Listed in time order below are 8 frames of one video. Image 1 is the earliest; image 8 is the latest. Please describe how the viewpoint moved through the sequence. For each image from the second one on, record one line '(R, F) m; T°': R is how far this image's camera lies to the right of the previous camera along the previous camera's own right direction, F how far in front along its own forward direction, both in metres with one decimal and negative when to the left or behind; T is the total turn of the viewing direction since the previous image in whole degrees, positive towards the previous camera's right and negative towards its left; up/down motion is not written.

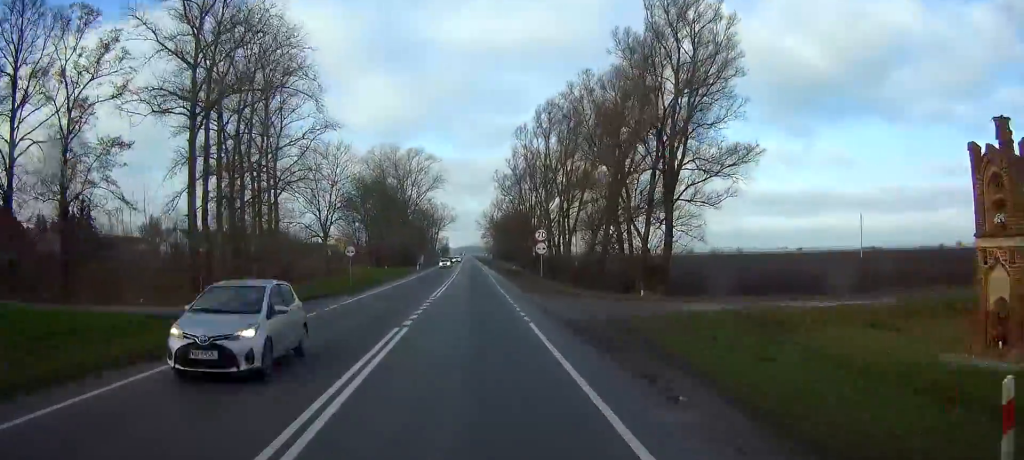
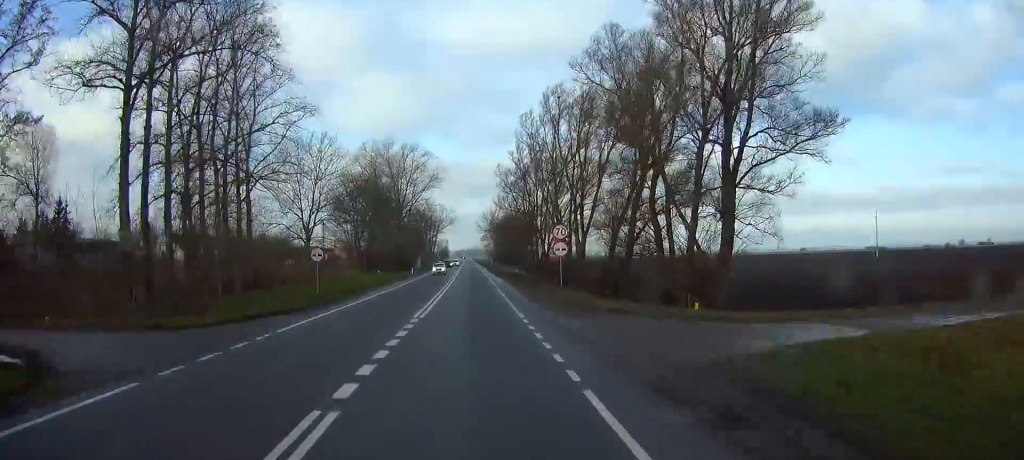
(+0.1, +9.3) m; 0°
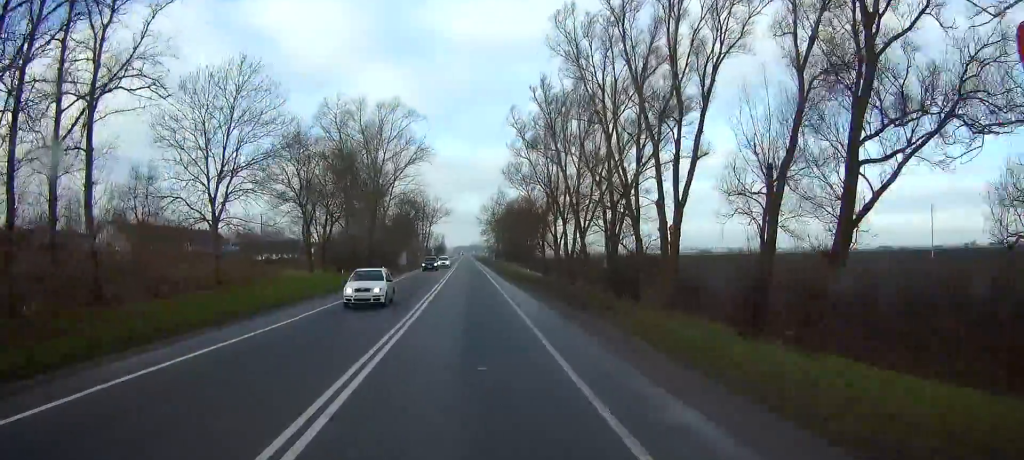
(-0.2, +29.4) m; -1°
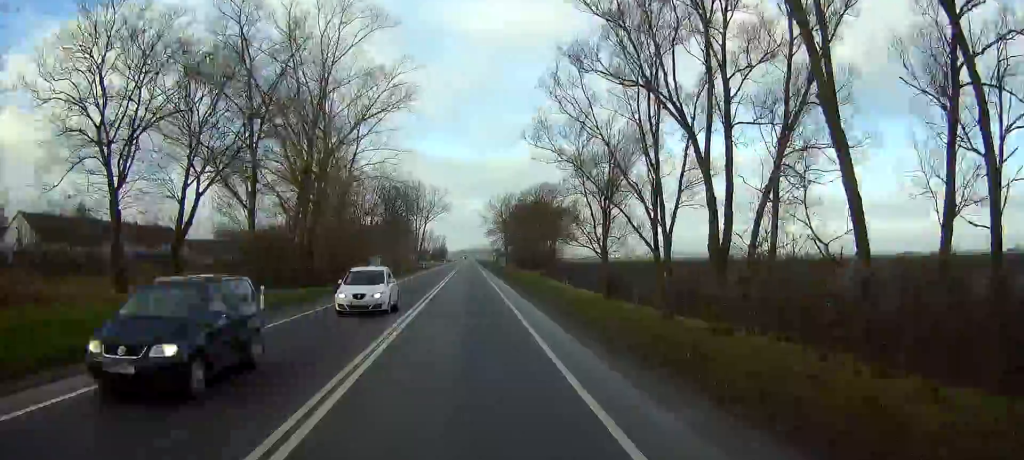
(+0.1, +38.1) m; 0°
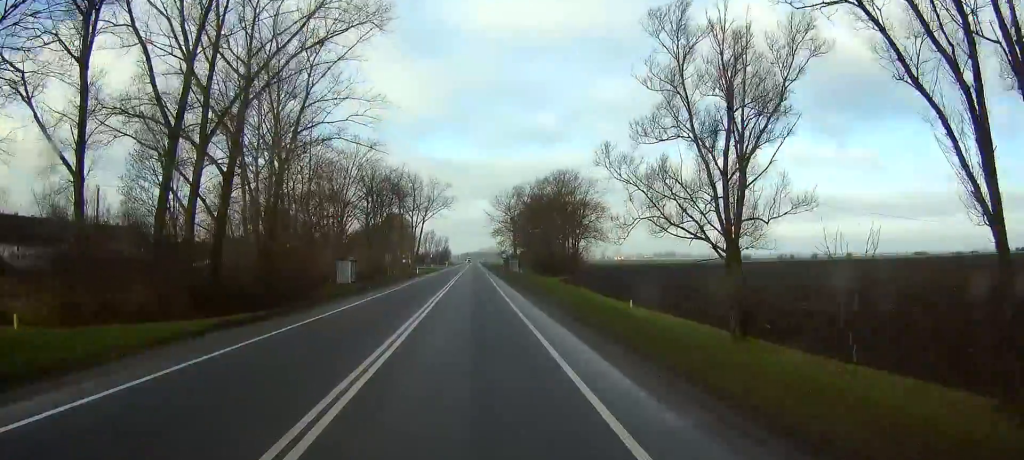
(0.0, +23.6) m; 0°
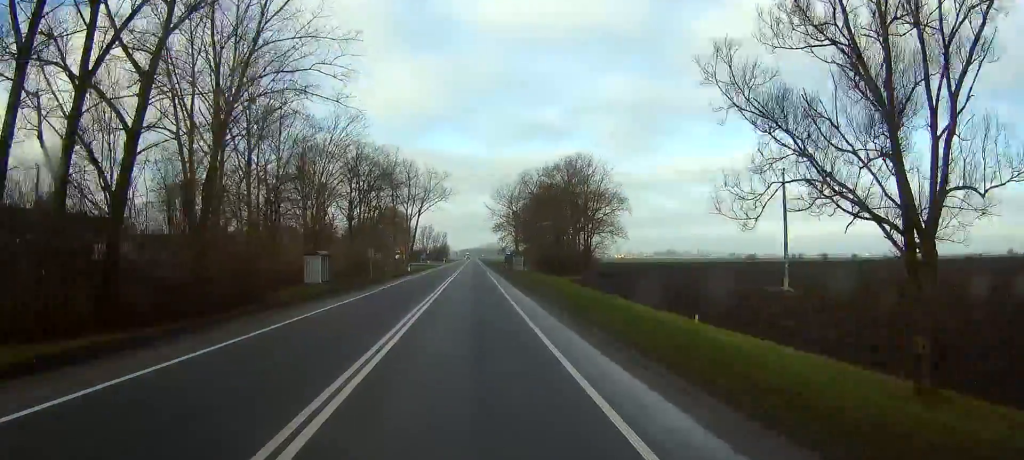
(0.0, +11.9) m; 0°
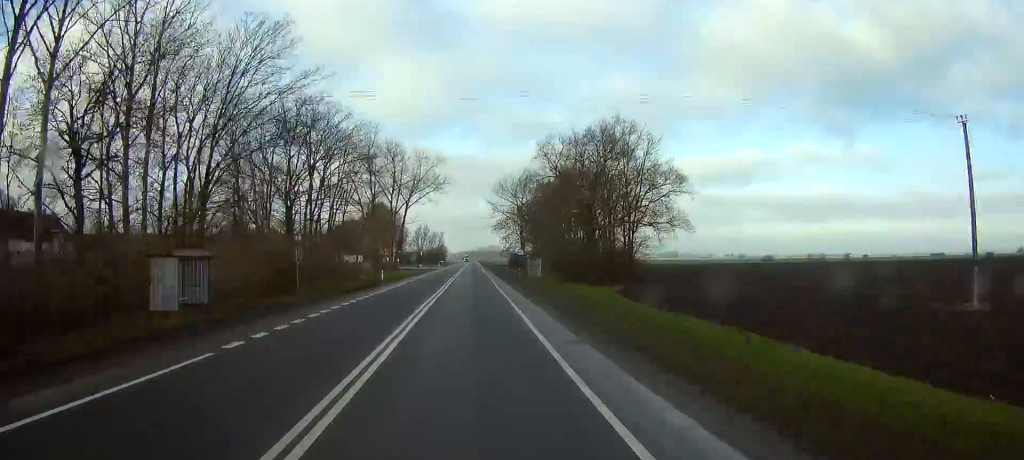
(-0.1, +25.5) m; 0°
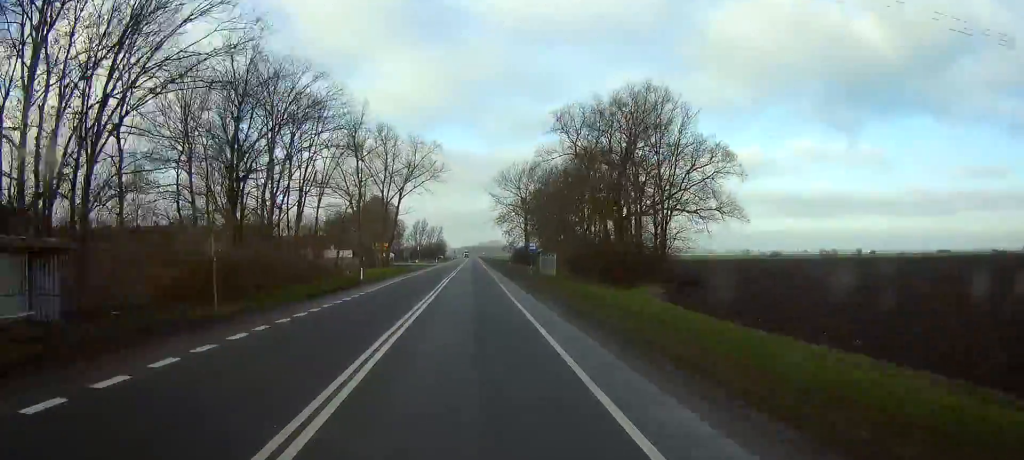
(0.0, +11.9) m; 0°
